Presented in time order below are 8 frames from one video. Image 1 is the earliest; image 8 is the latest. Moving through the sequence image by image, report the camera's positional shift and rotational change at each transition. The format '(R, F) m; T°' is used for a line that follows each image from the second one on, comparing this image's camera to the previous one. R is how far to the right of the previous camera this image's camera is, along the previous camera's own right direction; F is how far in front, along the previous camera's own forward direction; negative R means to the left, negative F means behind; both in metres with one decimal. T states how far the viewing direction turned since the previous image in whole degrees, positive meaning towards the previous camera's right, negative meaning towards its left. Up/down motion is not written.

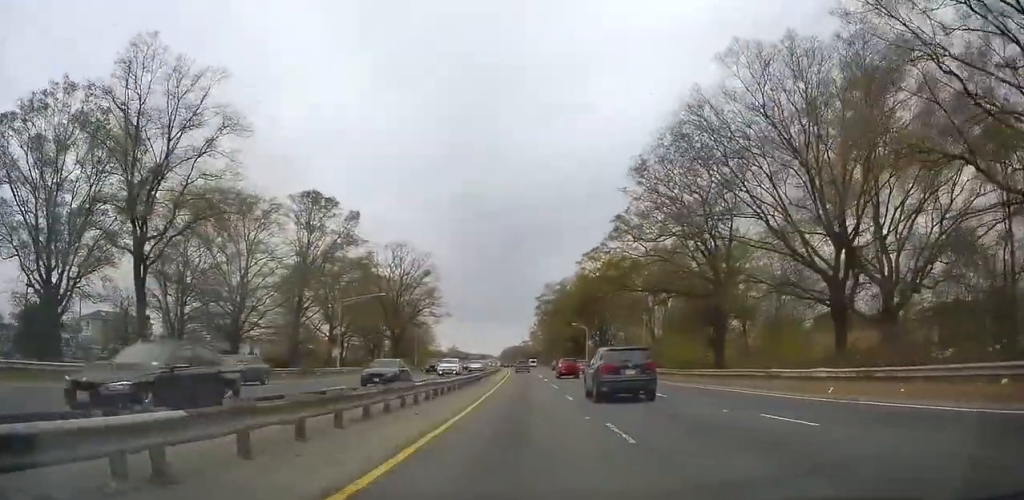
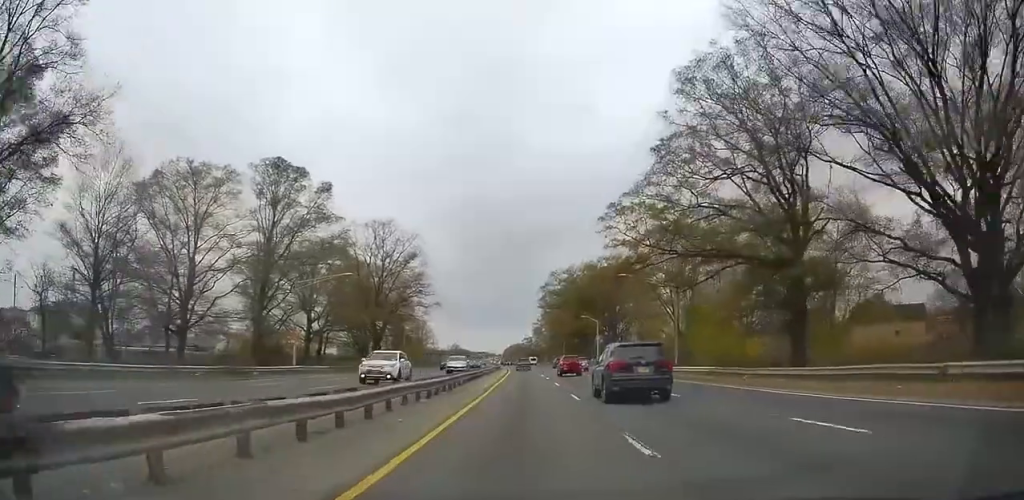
(-0.1, +13.8) m; 0°
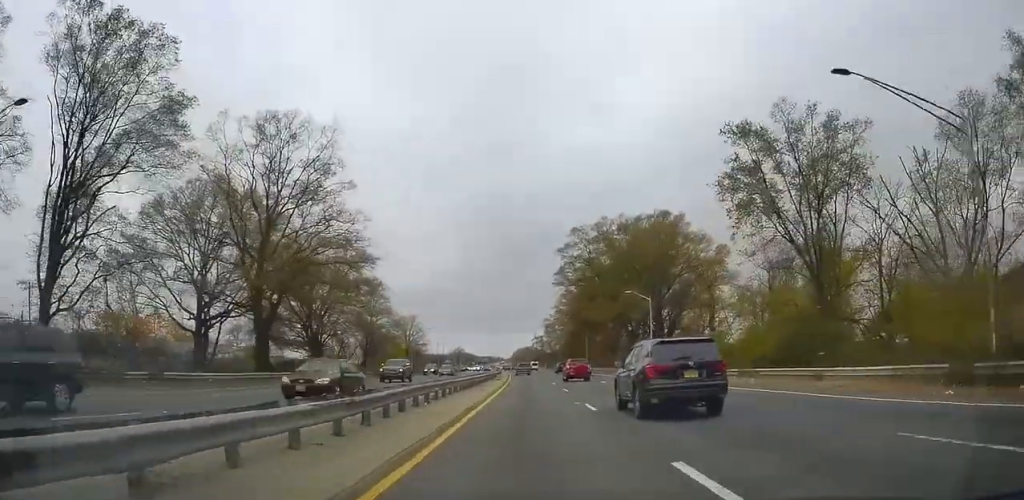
(-0.3, +39.6) m; -2°
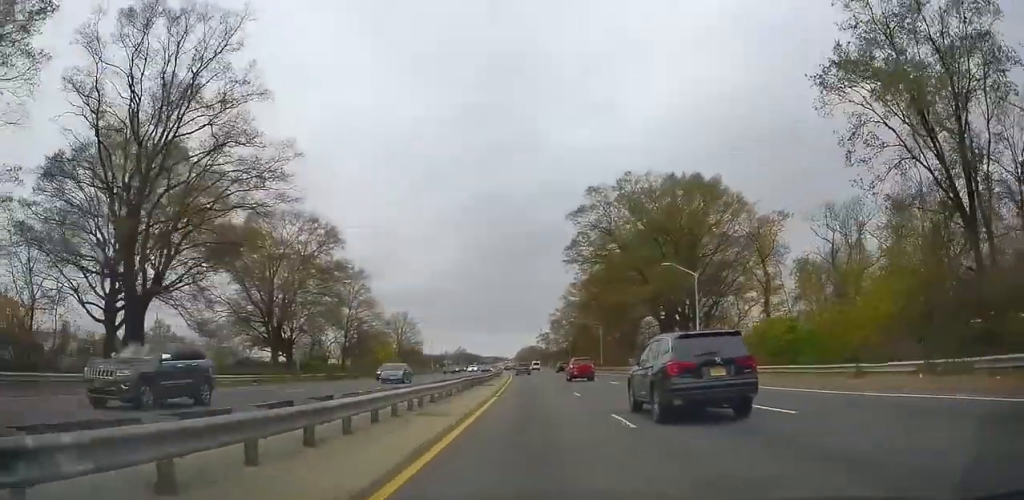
(-0.6, +17.2) m; -1°
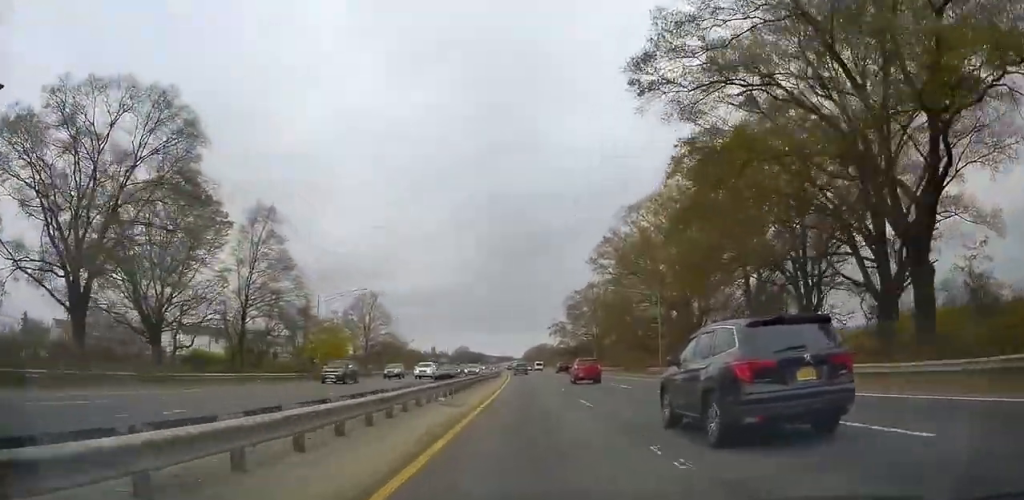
(+0.3, +41.1) m; +1°
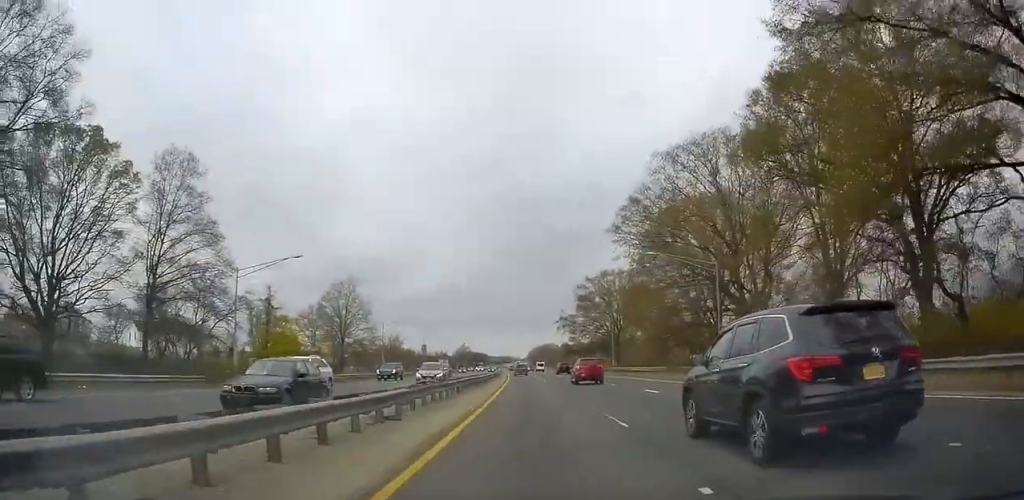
(0.0, +18.0) m; 0°
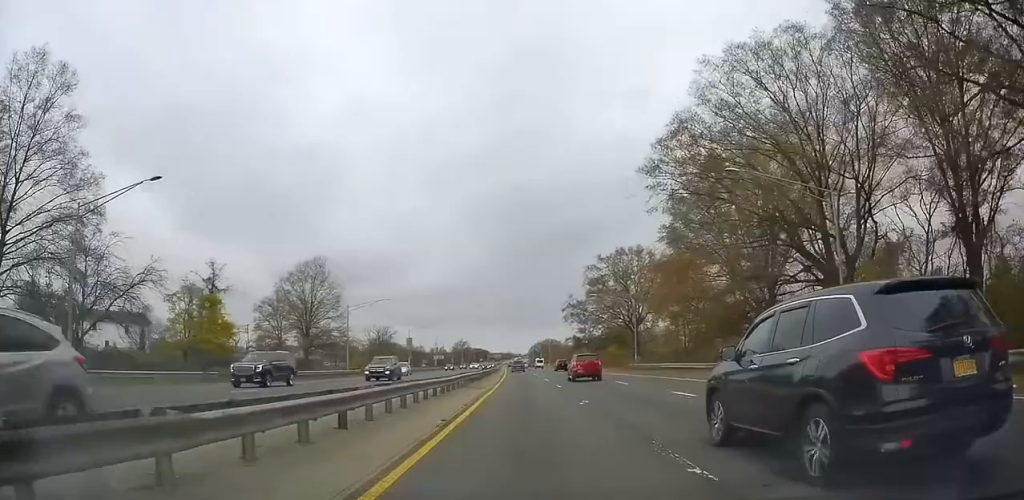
(0.0, +17.6) m; -1°
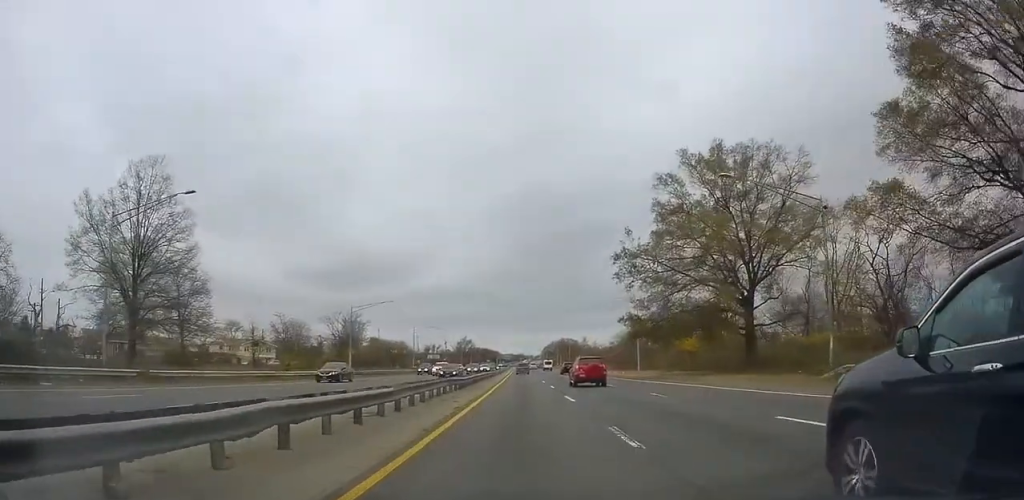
(-1.1, +44.5) m; -2°
